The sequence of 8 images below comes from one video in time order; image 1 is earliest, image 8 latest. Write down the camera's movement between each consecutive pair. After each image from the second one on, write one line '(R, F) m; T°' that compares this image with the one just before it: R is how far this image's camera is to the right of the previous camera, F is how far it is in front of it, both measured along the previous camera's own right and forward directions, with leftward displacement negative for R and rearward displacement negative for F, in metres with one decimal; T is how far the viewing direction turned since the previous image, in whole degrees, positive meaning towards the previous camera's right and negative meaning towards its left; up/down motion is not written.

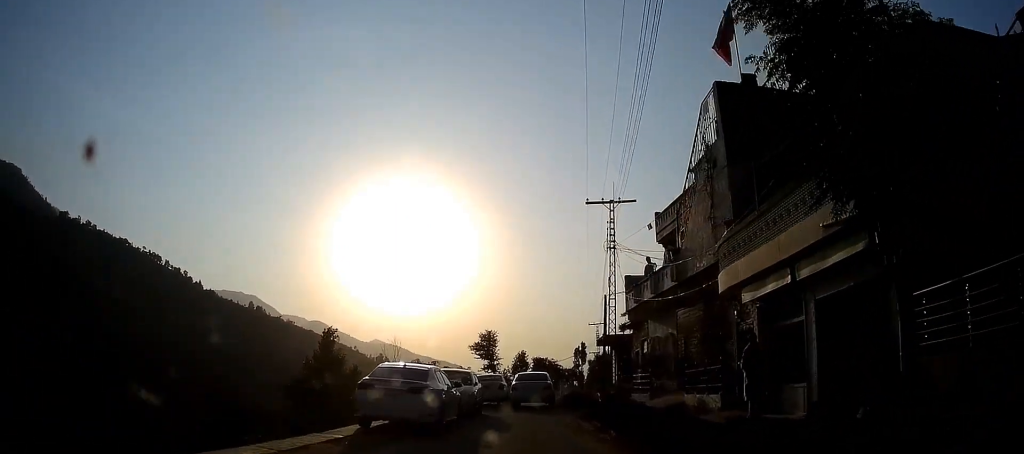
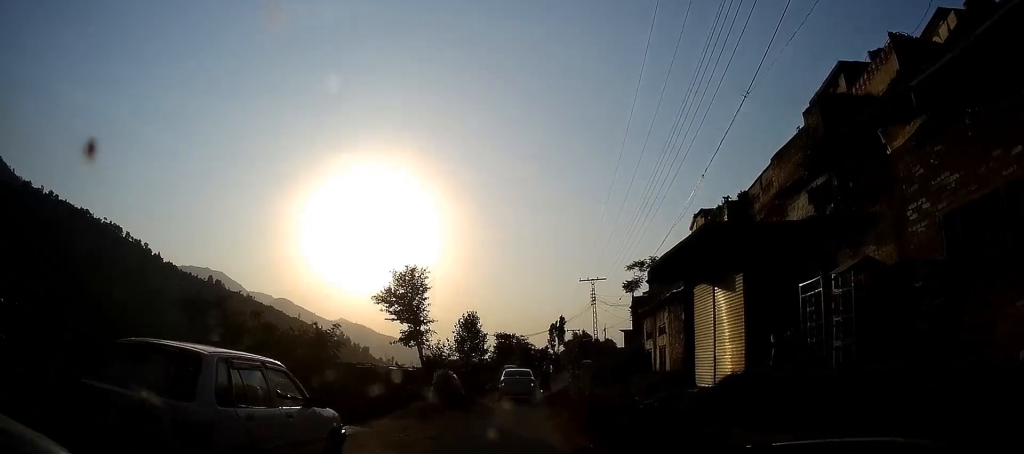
(+0.3, +29.8) m; +3°
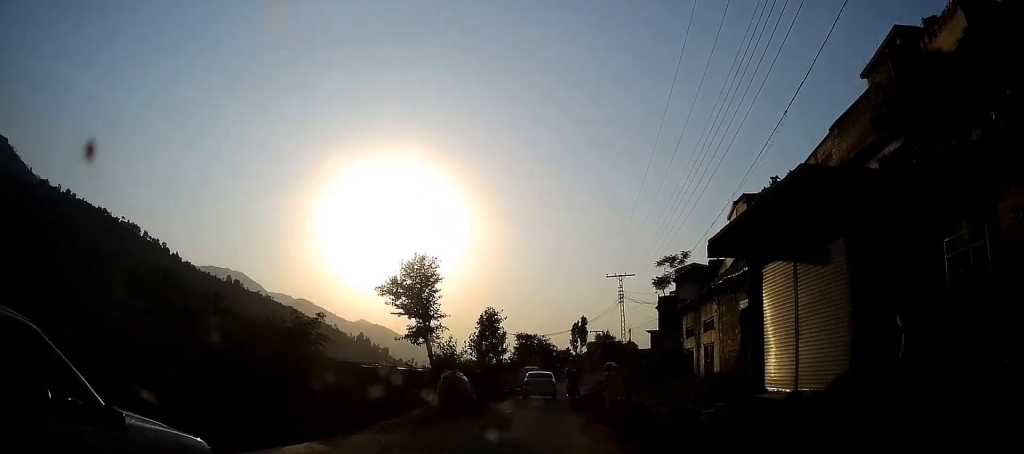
(0.0, +4.5) m; 0°
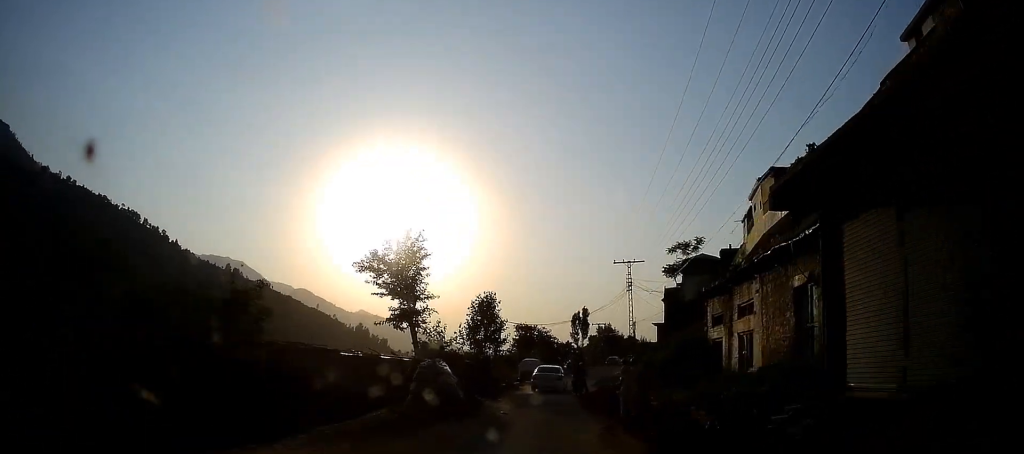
(0.0, +3.6) m; -1°
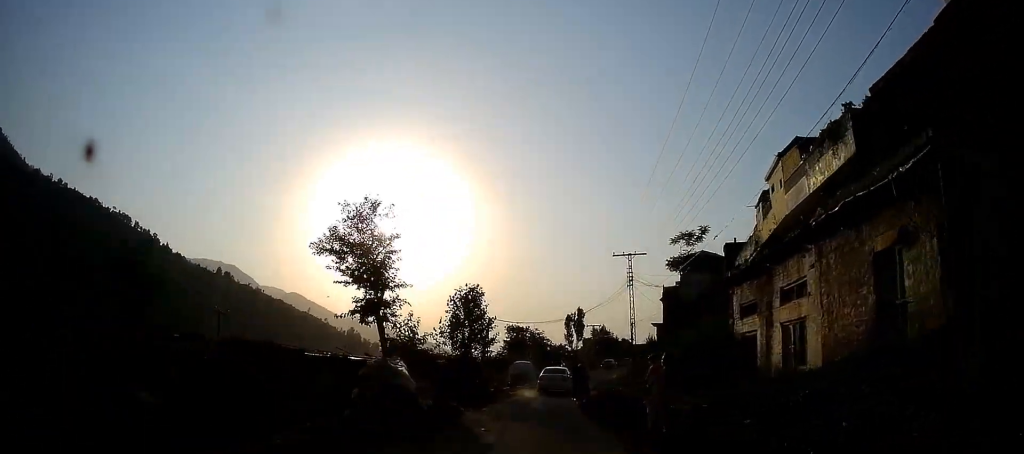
(-0.1, +4.0) m; -1°
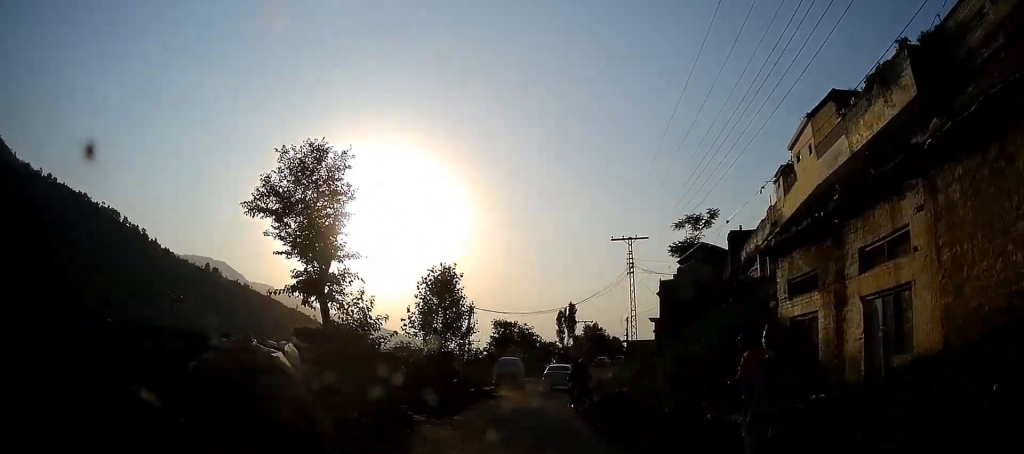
(0.0, +4.1) m; -1°
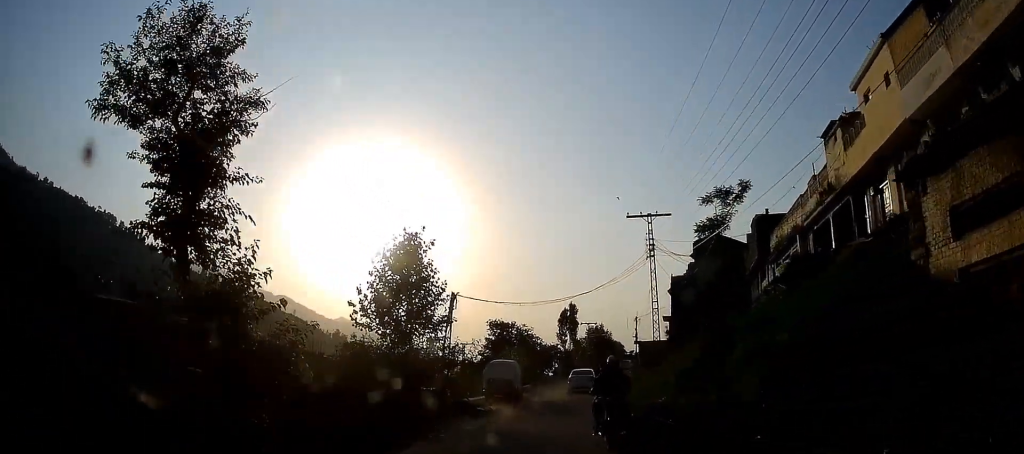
(-0.1, +6.9) m; +1°
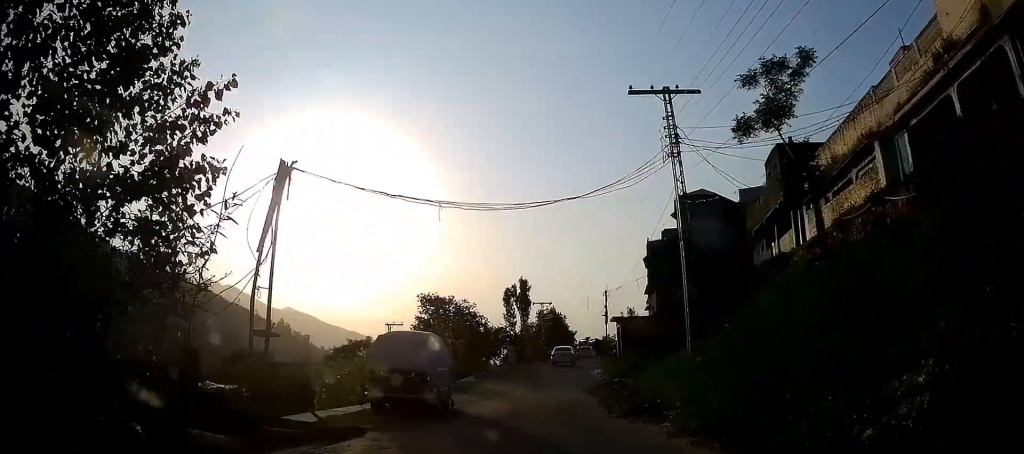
(+0.4, +14.3) m; +4°
